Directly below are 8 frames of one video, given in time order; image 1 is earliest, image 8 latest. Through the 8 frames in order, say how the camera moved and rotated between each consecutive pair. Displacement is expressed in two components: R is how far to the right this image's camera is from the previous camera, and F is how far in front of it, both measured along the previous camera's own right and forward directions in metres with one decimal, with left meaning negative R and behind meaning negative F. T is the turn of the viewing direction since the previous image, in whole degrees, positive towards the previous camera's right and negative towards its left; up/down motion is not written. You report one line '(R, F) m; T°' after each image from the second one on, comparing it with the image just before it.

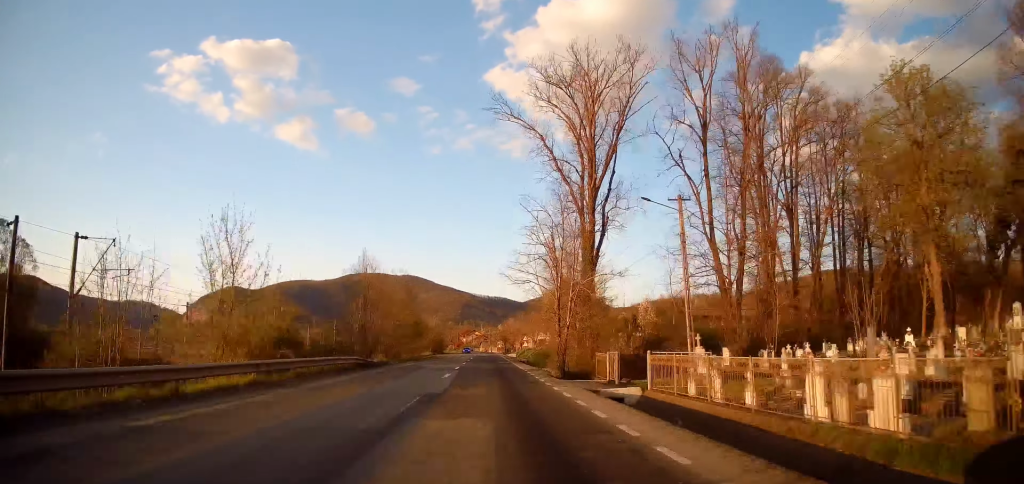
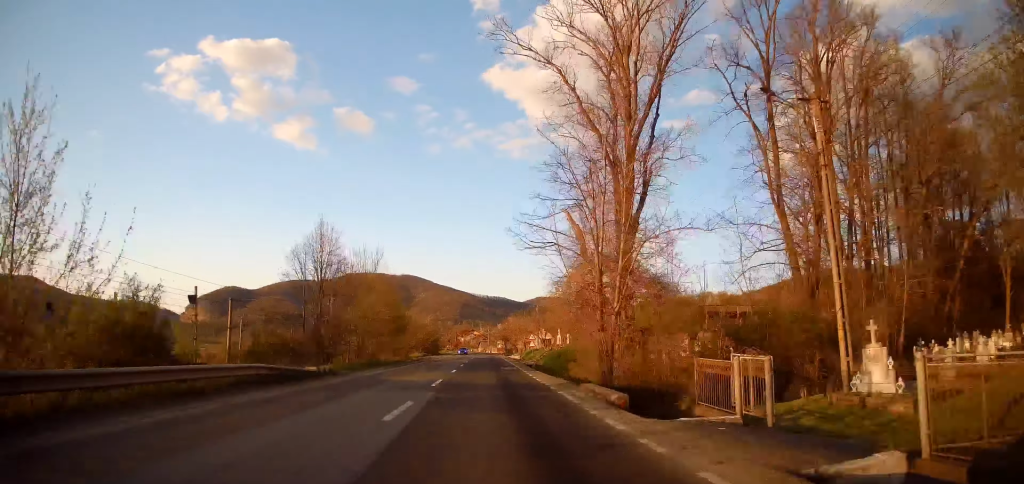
(+0.1, +11.4) m; 0°
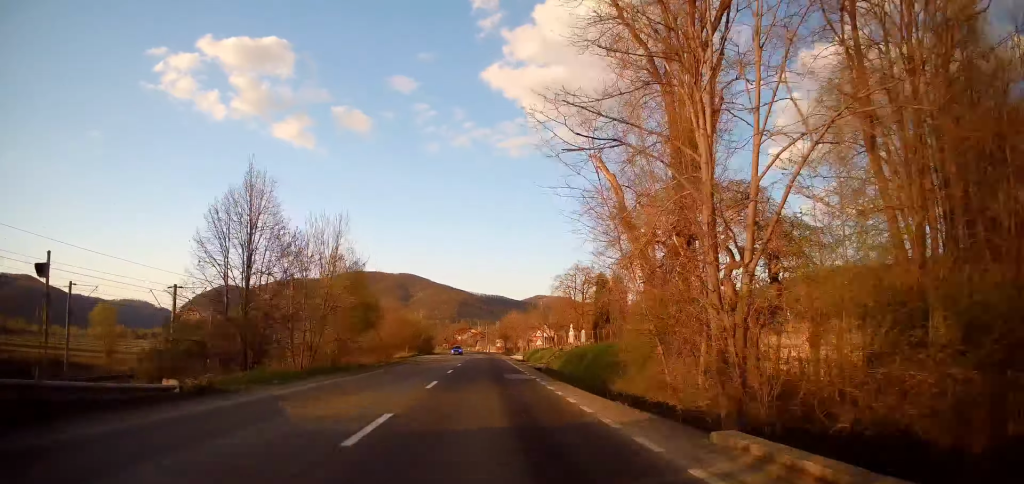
(0.0, +10.0) m; 0°
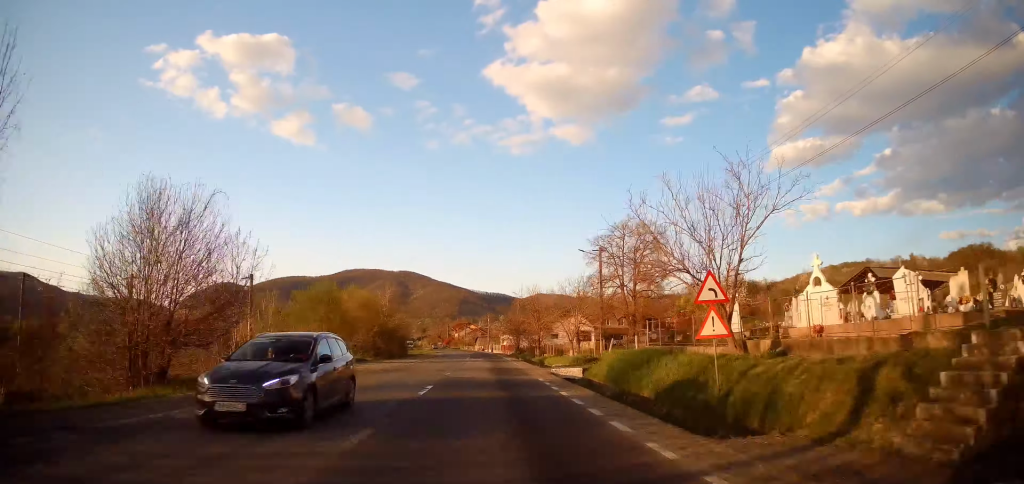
(+0.6, +38.9) m; 0°
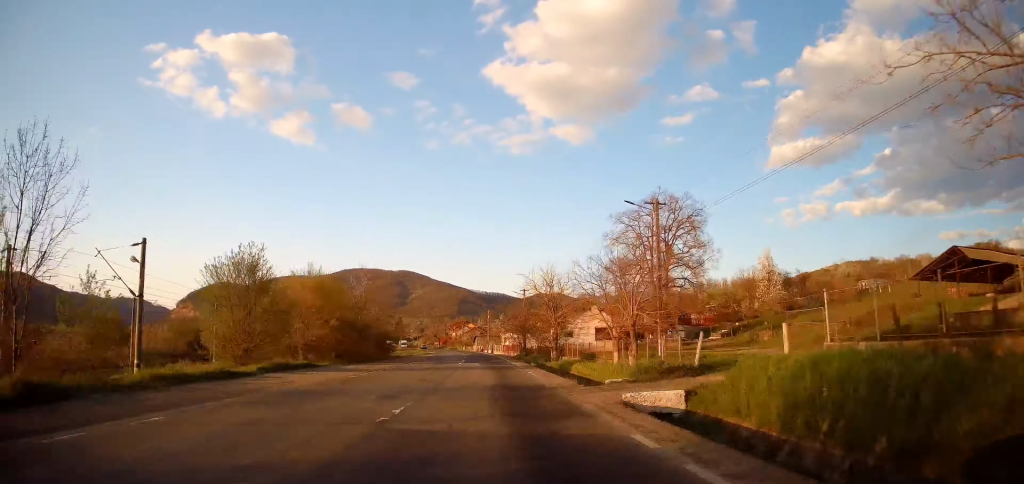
(-0.4, +13.4) m; 0°
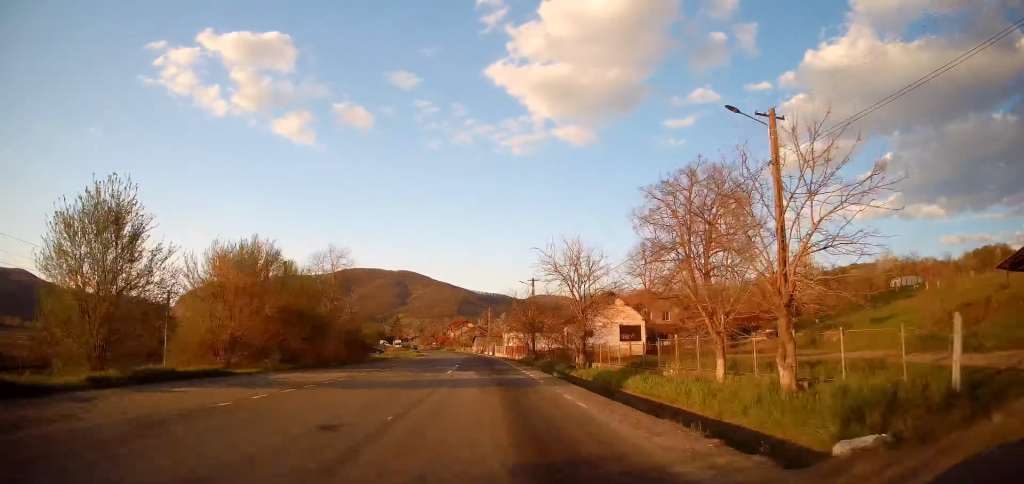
(-0.1, +11.3) m; 0°
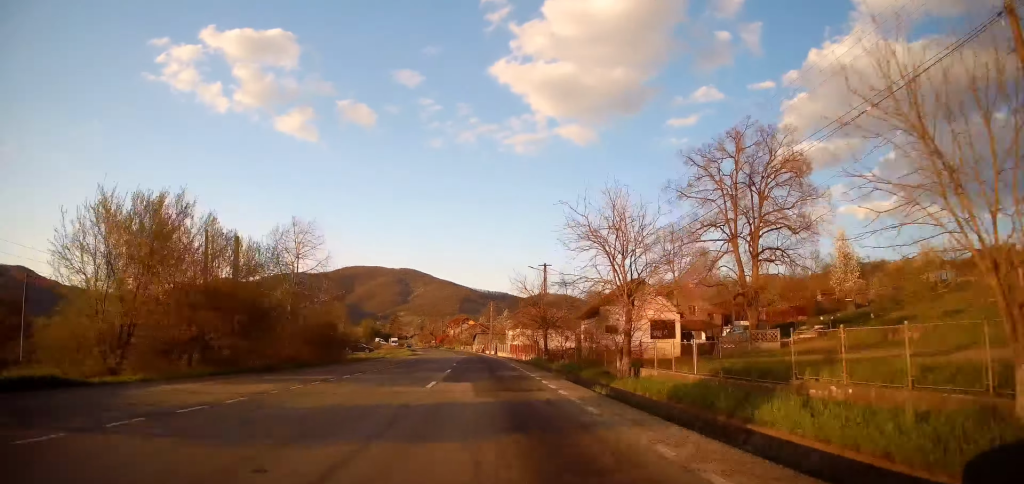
(+0.3, +9.1) m; 0°
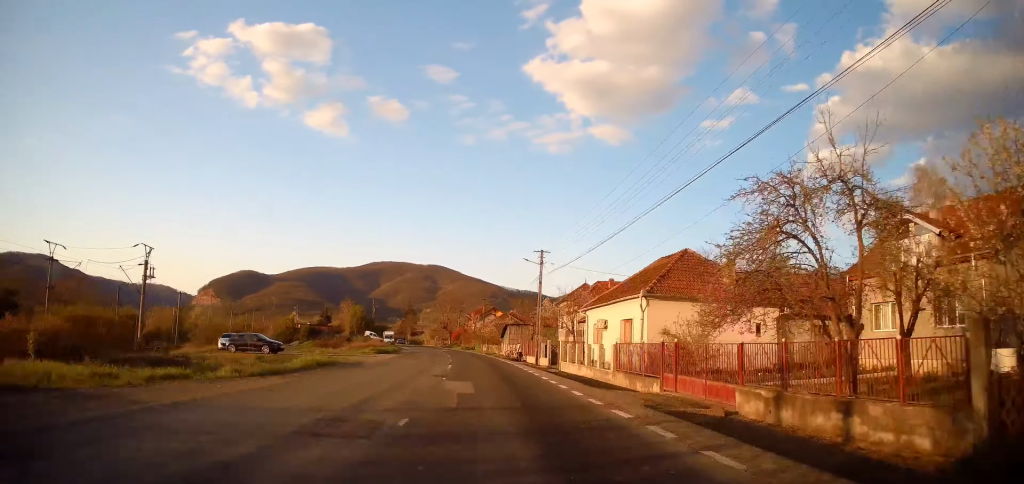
(-0.6, +45.6) m; -2°
